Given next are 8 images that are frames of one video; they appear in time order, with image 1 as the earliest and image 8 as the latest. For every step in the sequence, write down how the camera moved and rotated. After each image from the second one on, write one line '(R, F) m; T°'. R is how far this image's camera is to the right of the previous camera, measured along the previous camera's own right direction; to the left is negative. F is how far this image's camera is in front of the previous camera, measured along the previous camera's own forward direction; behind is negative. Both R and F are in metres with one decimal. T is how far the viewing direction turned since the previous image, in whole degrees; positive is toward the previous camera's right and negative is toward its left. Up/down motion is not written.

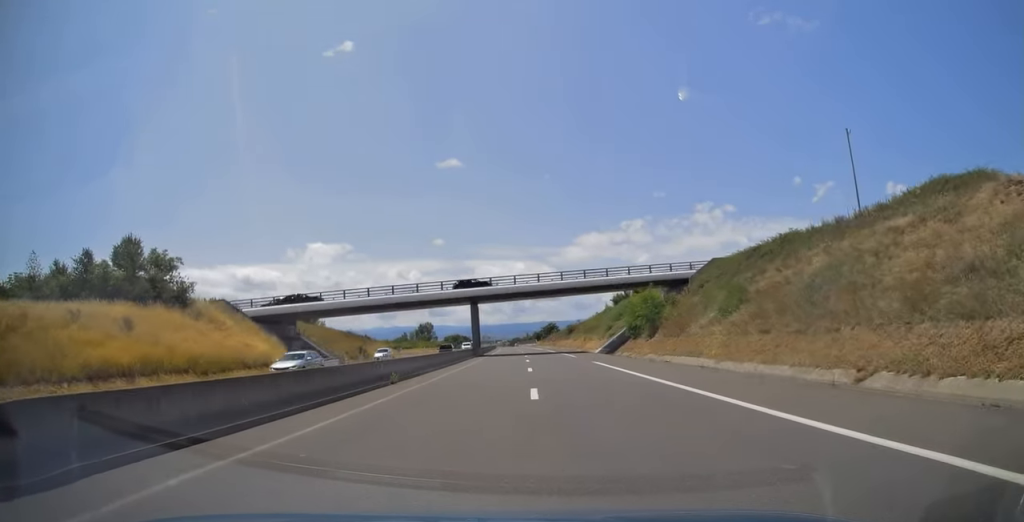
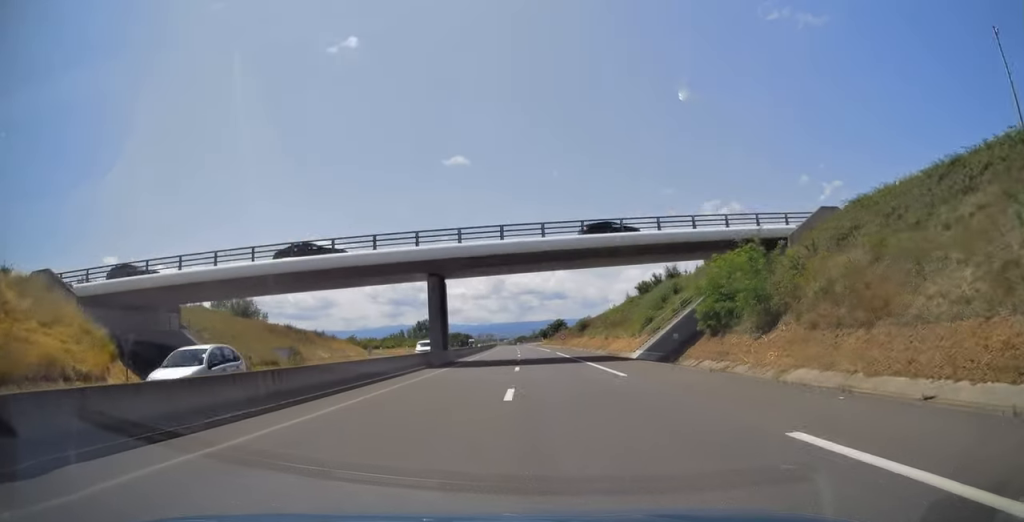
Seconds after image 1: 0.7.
(-0.2, +26.3) m; -1°
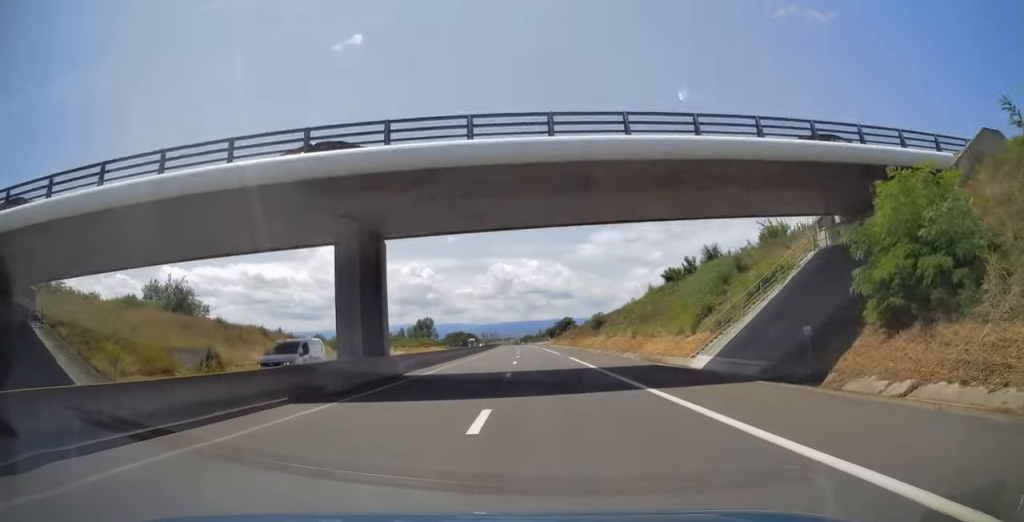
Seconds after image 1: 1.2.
(0.0, +17.9) m; -1°
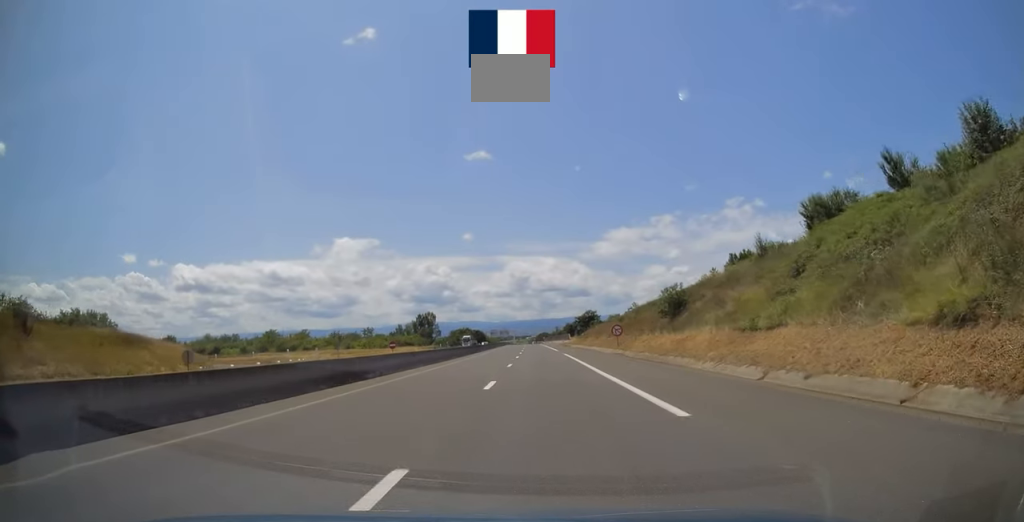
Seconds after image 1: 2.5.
(-0.7, +45.0) m; -2°
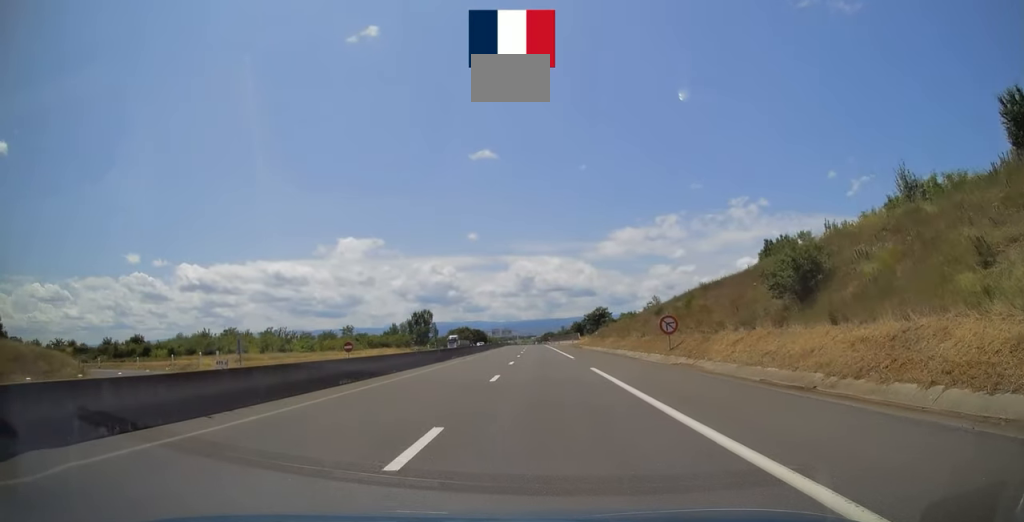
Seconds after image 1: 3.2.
(-0.3, +23.2) m; 0°
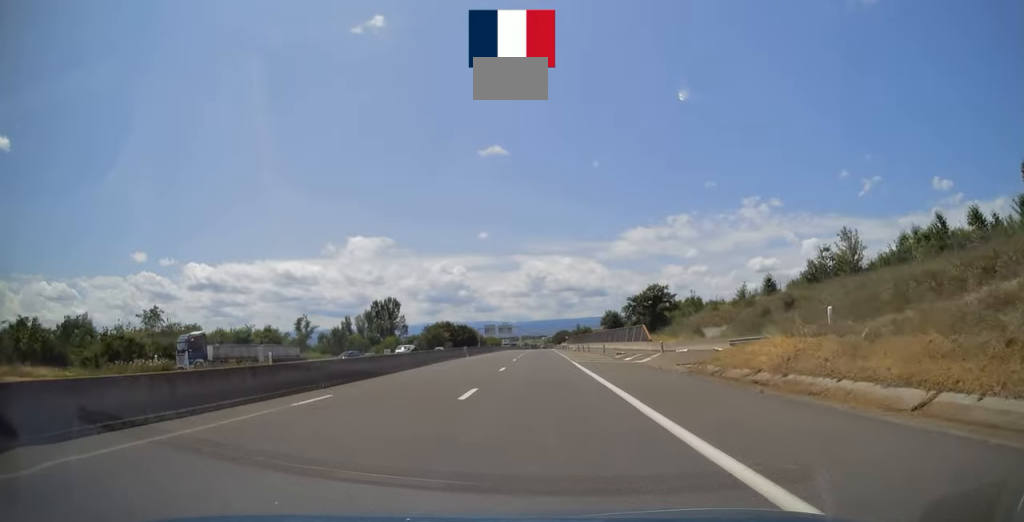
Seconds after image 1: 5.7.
(-1.0, +86.4) m; -2°
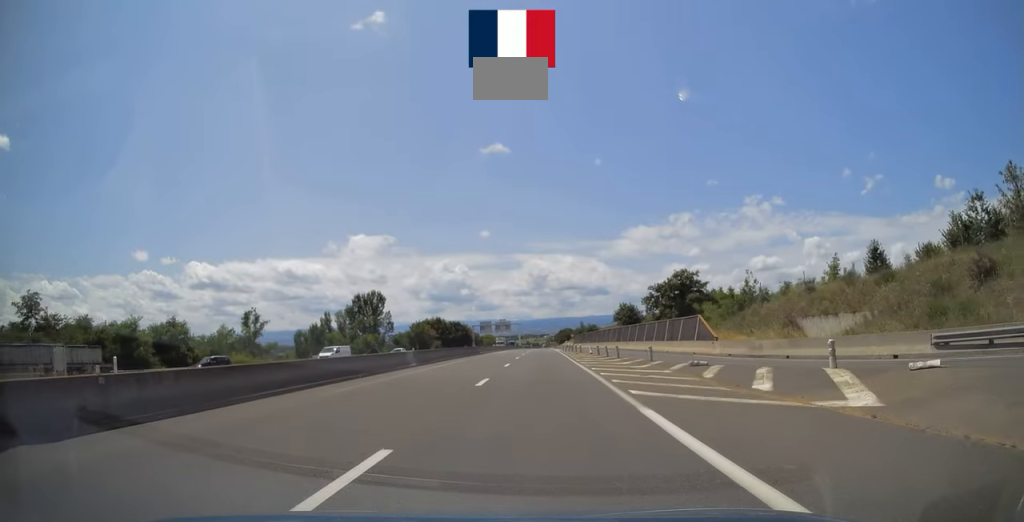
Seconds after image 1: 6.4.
(-0.1, +22.8) m; 0°
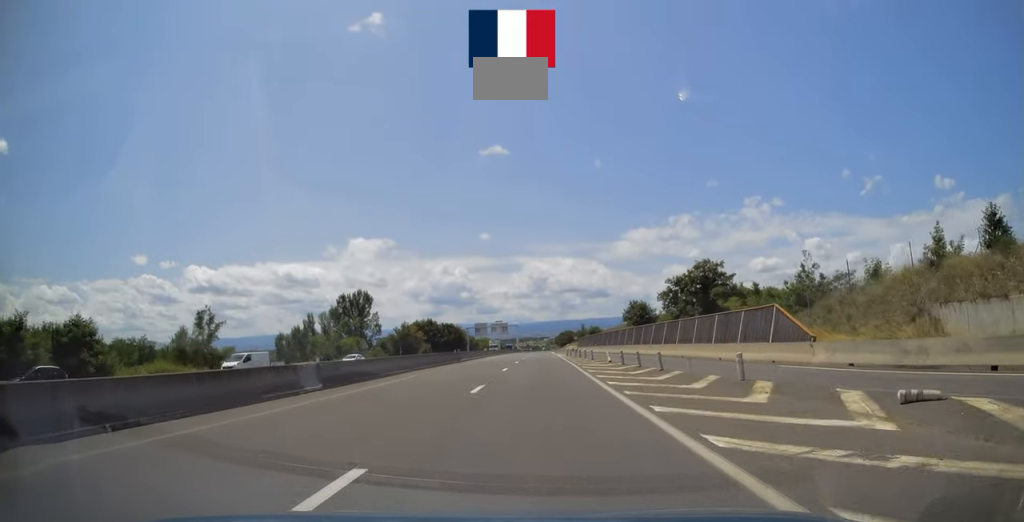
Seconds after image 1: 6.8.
(0.0, +14.4) m; 0°
